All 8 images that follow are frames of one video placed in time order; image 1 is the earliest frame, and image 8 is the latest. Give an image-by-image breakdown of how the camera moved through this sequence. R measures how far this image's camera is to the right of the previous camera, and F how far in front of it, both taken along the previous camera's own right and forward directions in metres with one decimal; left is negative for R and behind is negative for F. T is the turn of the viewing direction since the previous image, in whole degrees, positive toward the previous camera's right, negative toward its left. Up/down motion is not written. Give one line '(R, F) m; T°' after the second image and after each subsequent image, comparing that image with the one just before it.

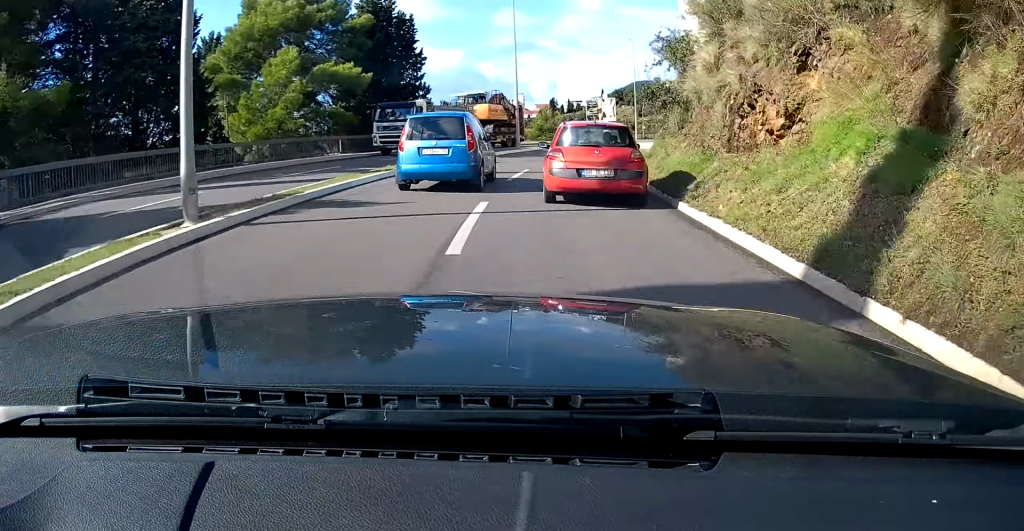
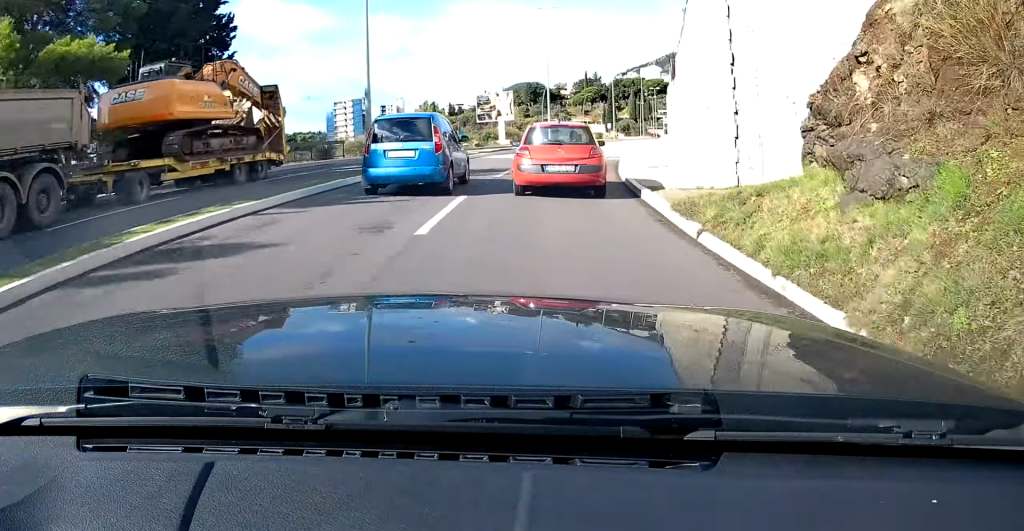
(+1.4, +18.0) m; +9°
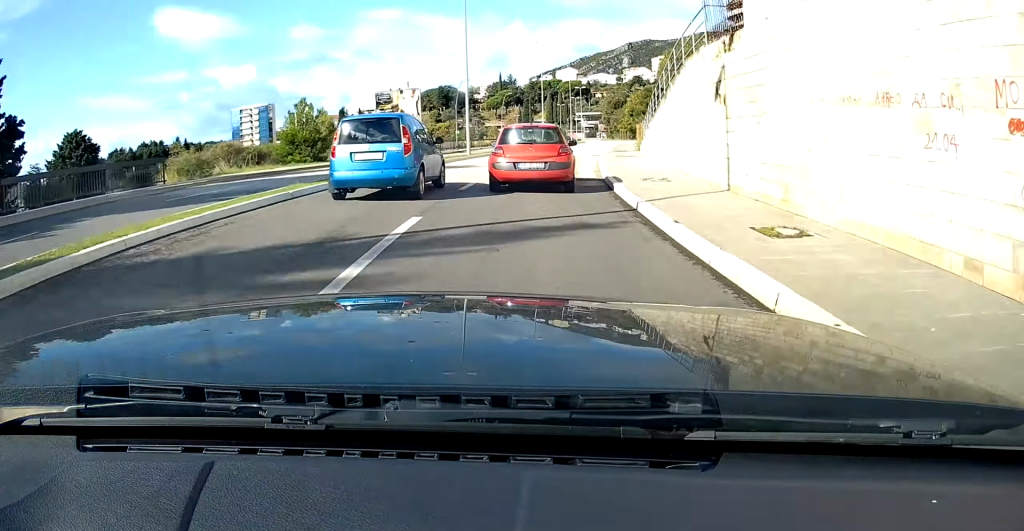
(+1.1, +13.6) m; +7°
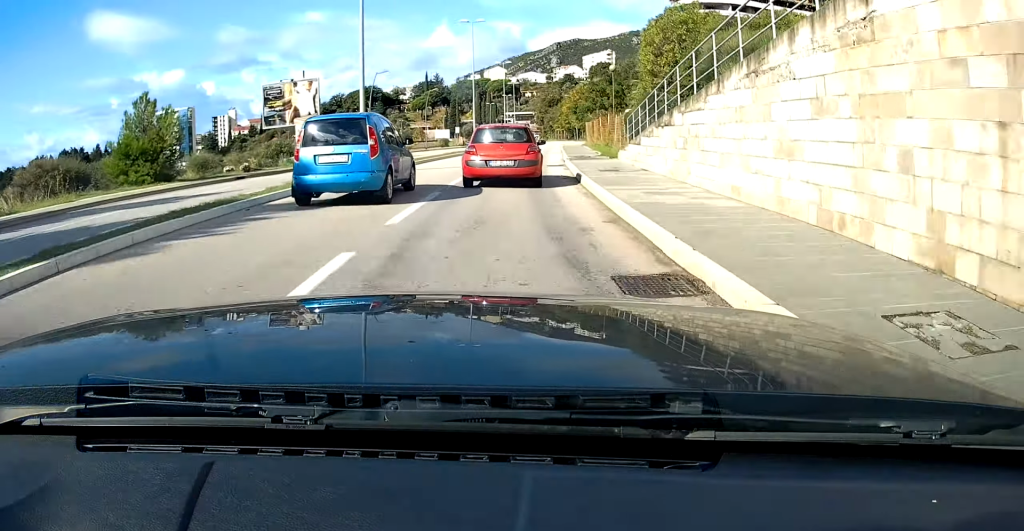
(+0.5, +12.7) m; +5°
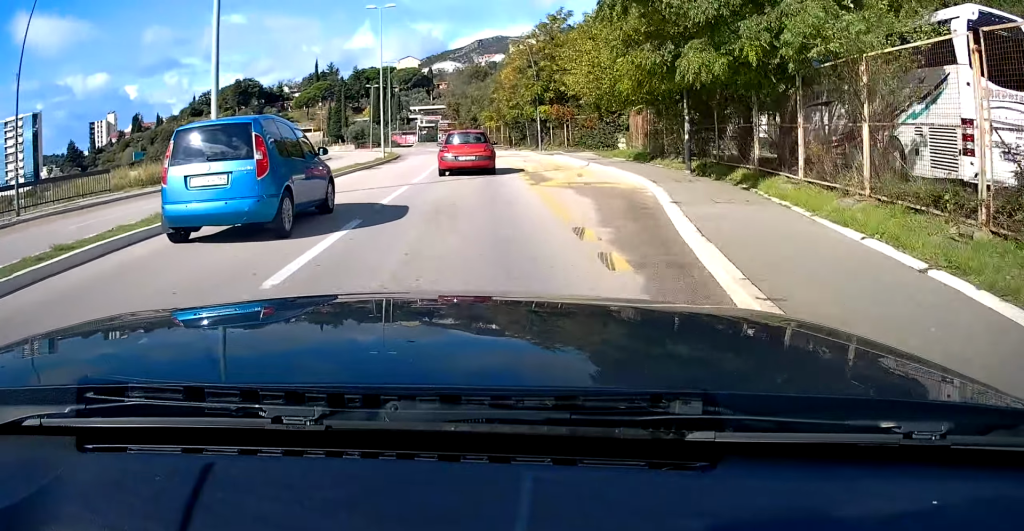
(+5.6, +68.3) m; +3°
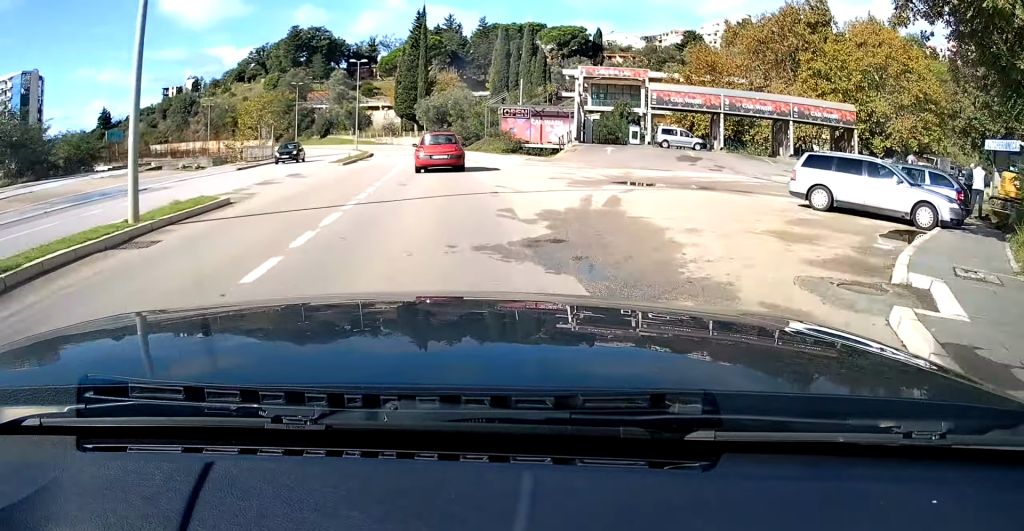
(-9.8, +91.2) m; -15°
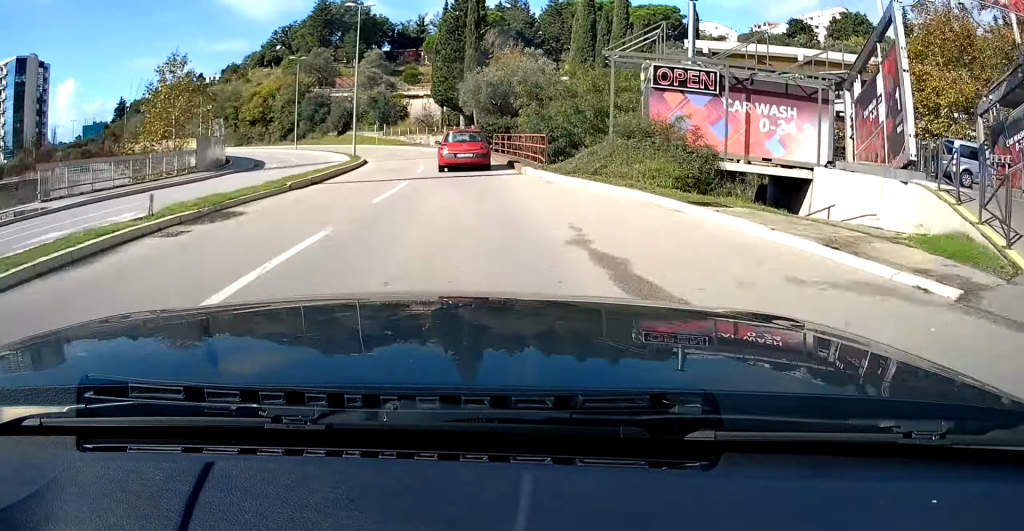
(-1.7, +29.0) m; -16°
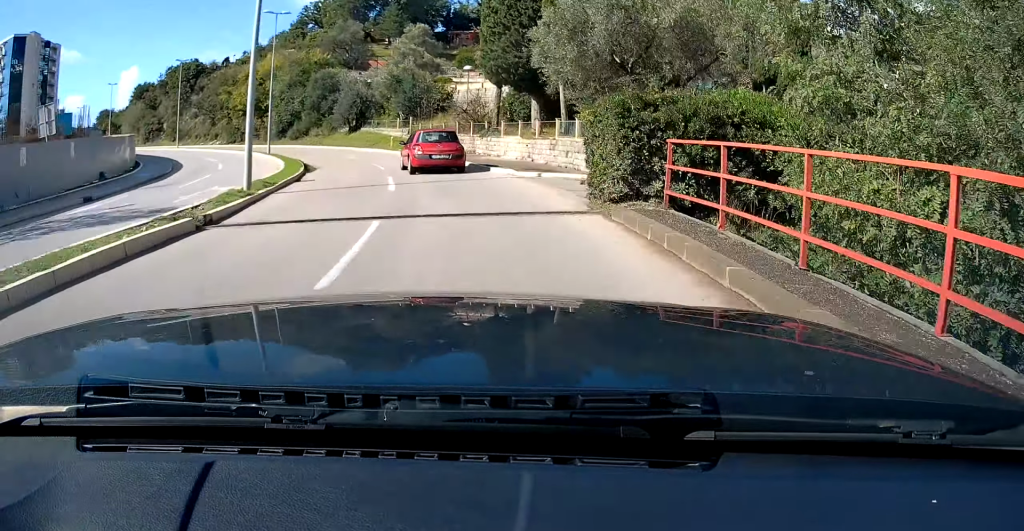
(-4.1, +25.0) m; -16°
